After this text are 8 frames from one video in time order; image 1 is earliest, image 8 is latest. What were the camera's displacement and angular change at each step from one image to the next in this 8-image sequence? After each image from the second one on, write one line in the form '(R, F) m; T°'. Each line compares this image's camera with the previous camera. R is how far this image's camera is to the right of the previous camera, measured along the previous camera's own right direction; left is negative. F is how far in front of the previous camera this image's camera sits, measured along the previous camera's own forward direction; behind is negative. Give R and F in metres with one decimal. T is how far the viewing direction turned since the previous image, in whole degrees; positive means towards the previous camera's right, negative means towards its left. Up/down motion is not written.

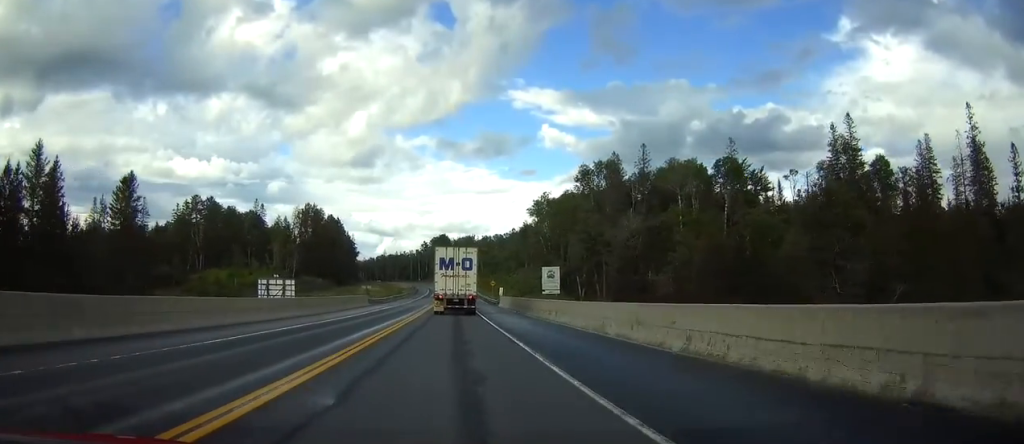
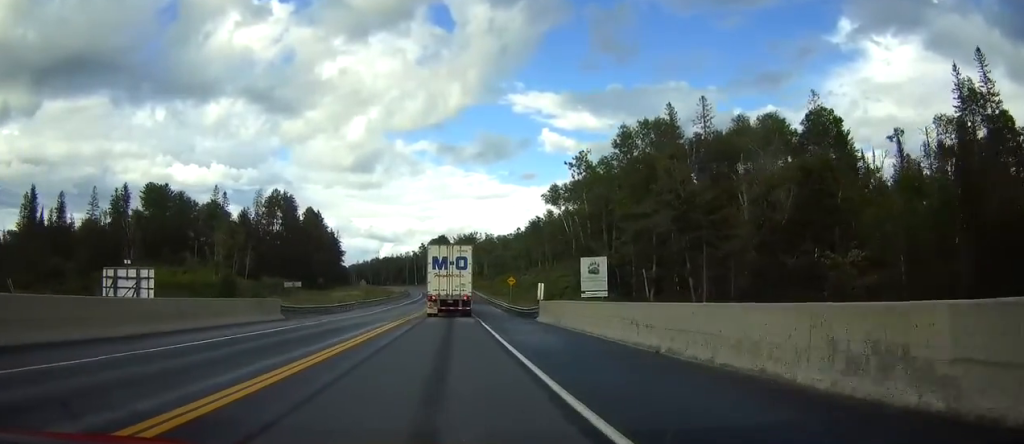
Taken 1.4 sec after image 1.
(-0.1, +36.2) m; 0°
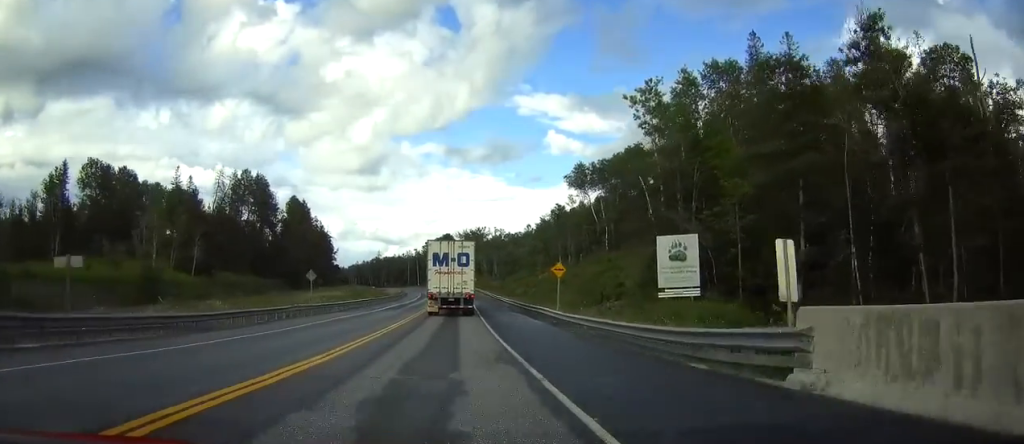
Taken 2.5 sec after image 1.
(-0.1, +28.6) m; 0°
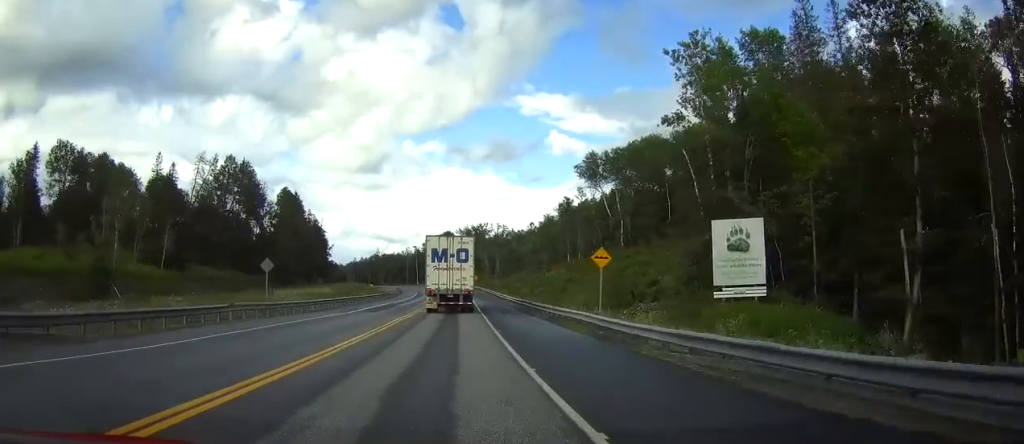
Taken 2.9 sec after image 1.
(0.0, +11.1) m; 0°
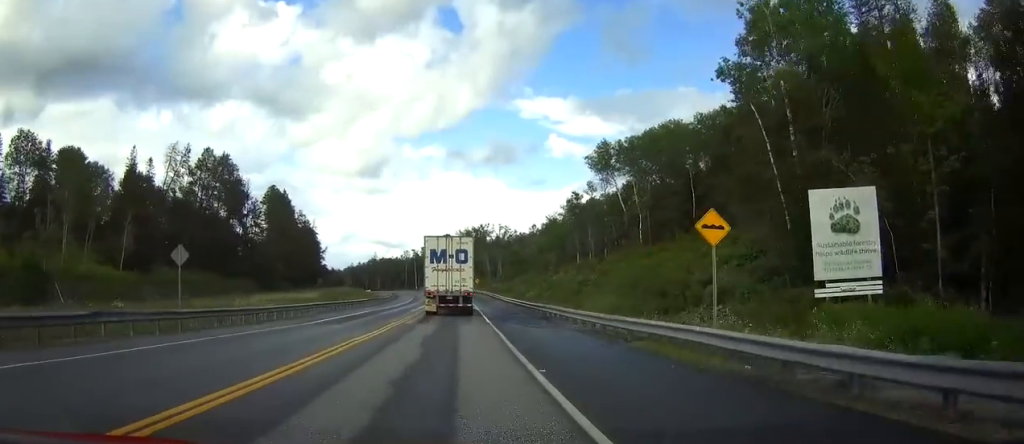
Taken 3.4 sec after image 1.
(0.0, +11.9) m; 0°
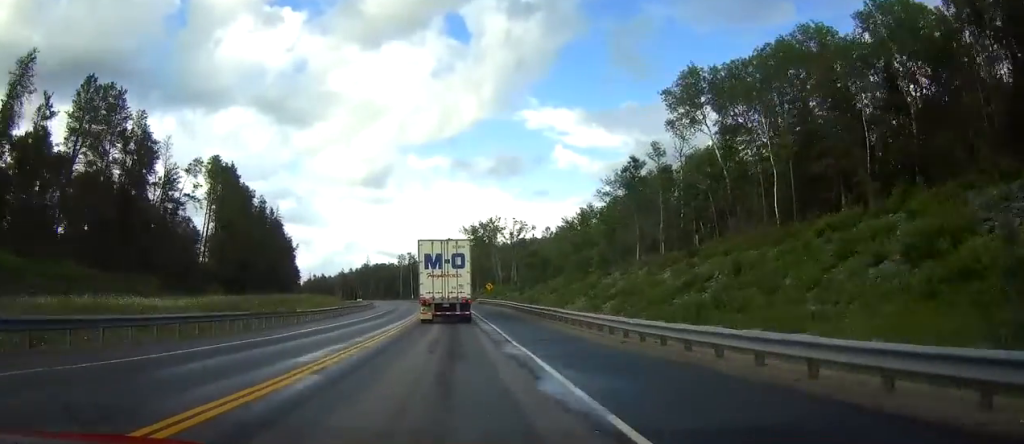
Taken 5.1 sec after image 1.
(0.0, +43.8) m; 0°
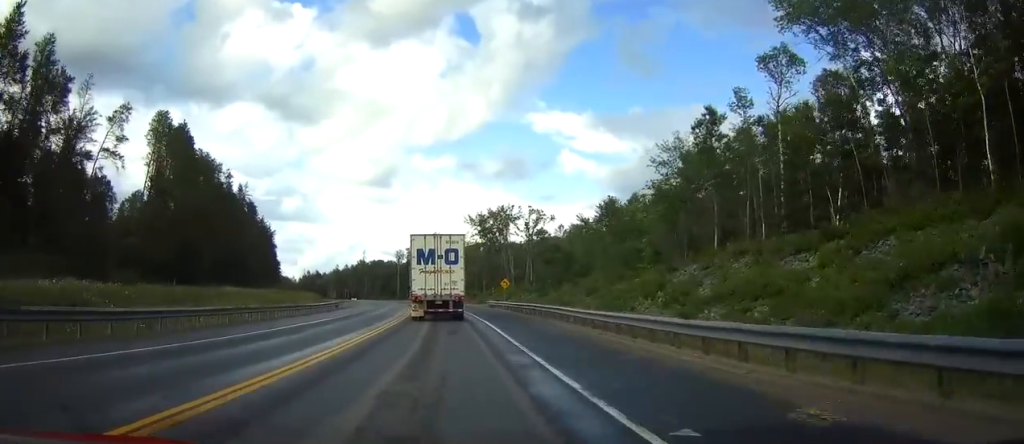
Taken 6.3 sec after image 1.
(0.0, +27.4) m; -1°
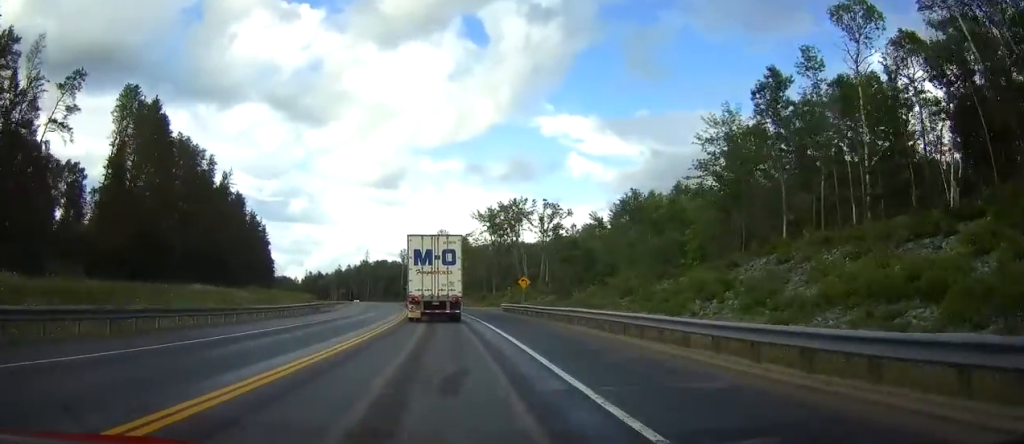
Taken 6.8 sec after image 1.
(-0.2, +13.5) m; -1°
